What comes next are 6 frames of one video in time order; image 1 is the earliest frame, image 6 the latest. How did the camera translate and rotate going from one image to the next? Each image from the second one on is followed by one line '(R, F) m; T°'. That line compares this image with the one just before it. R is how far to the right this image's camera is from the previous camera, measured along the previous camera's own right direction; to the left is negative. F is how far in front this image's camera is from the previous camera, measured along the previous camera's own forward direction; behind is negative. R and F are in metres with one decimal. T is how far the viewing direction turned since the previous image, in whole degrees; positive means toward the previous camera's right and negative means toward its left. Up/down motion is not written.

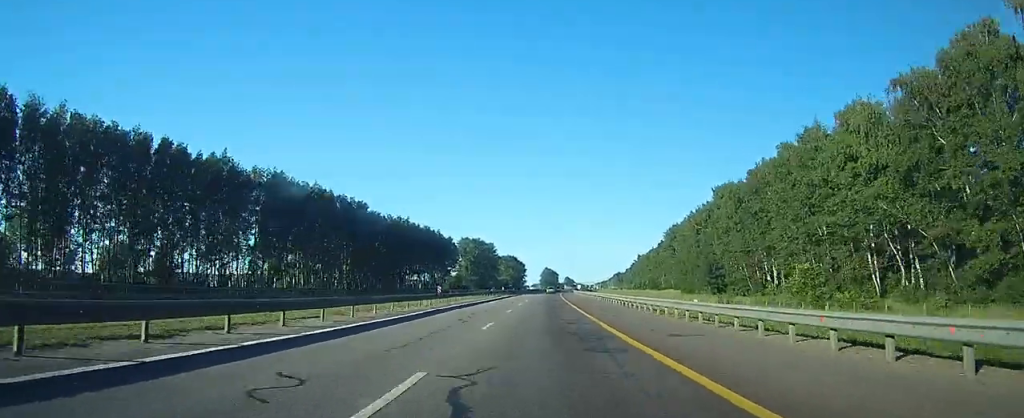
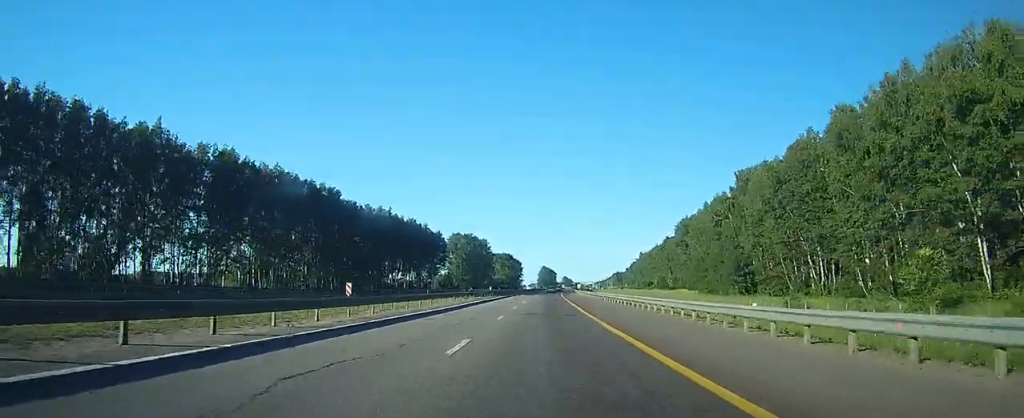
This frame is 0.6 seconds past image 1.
(+0.1, +18.4) m; 0°
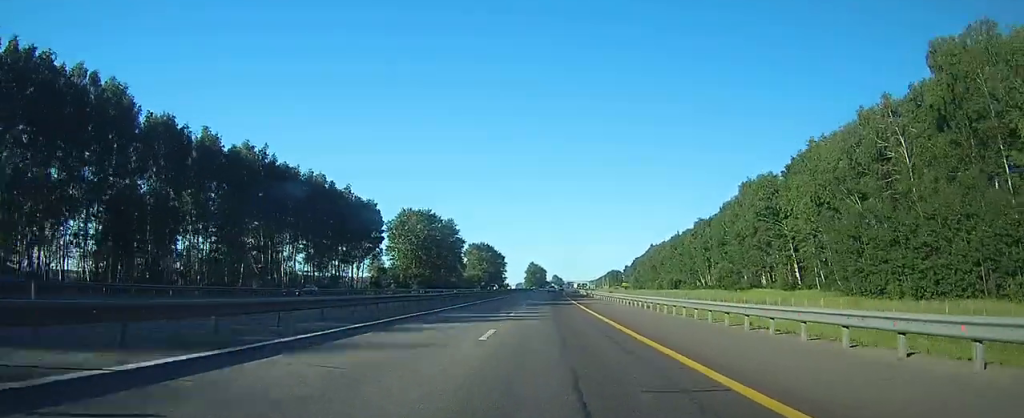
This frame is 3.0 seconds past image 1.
(+0.5, +68.8) m; +2°
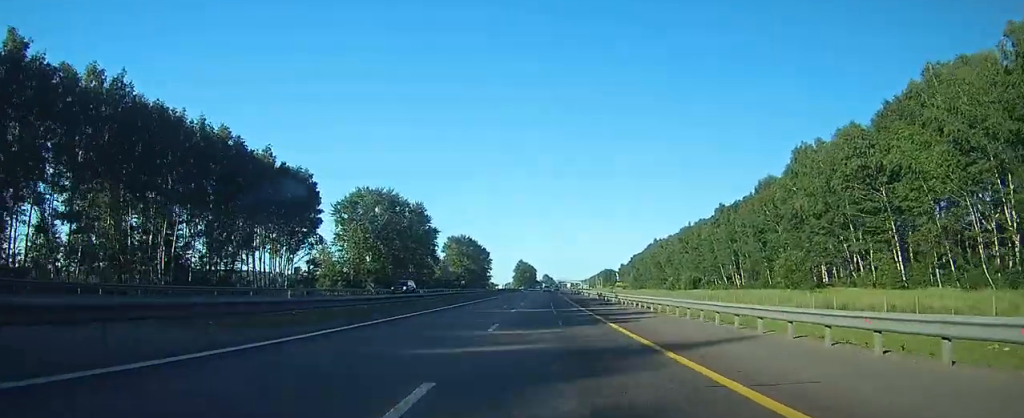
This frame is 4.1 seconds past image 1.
(+0.5, +33.0) m; +1°
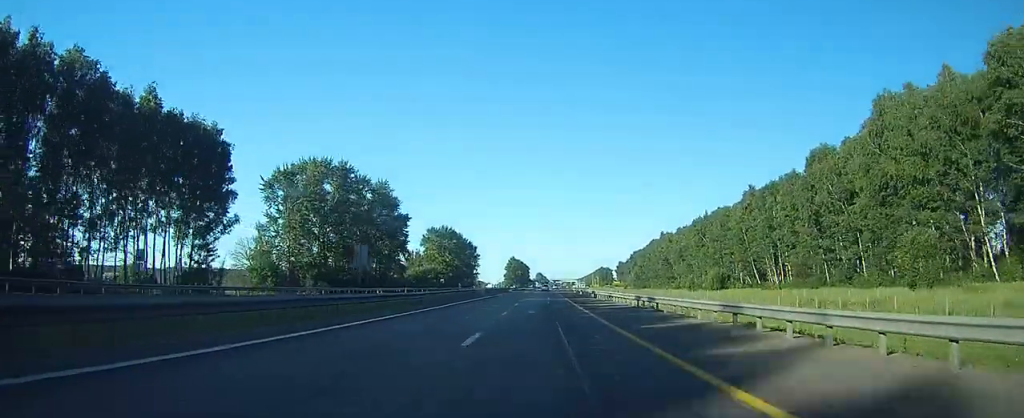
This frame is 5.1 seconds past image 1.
(-0.1, +28.1) m; 0°
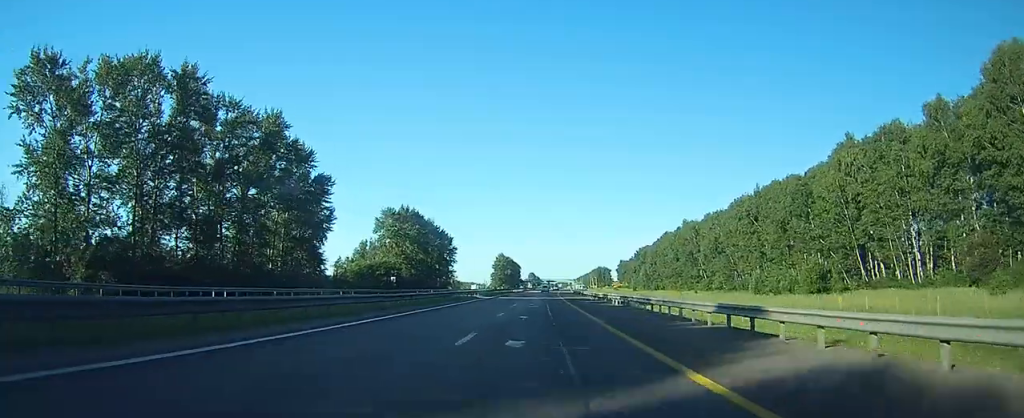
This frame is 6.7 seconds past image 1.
(+0.7, +47.6) m; +2°
